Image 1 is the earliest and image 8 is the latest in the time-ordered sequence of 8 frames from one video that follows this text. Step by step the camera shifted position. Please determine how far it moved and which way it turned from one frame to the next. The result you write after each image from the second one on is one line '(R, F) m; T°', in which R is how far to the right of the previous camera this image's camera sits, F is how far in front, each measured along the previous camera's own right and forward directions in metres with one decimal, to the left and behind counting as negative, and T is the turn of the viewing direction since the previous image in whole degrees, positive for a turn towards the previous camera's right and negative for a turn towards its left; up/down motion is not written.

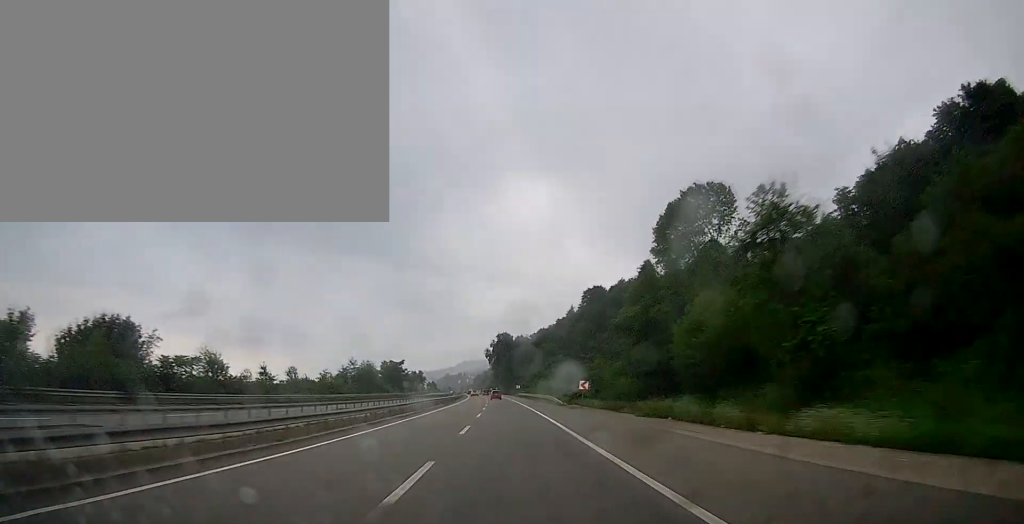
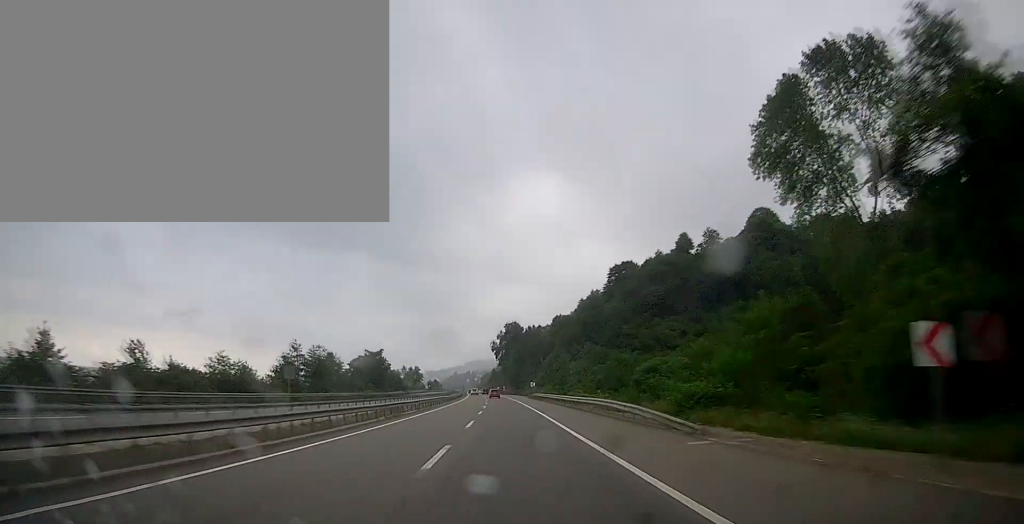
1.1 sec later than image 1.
(-0.1, +33.5) m; -1°
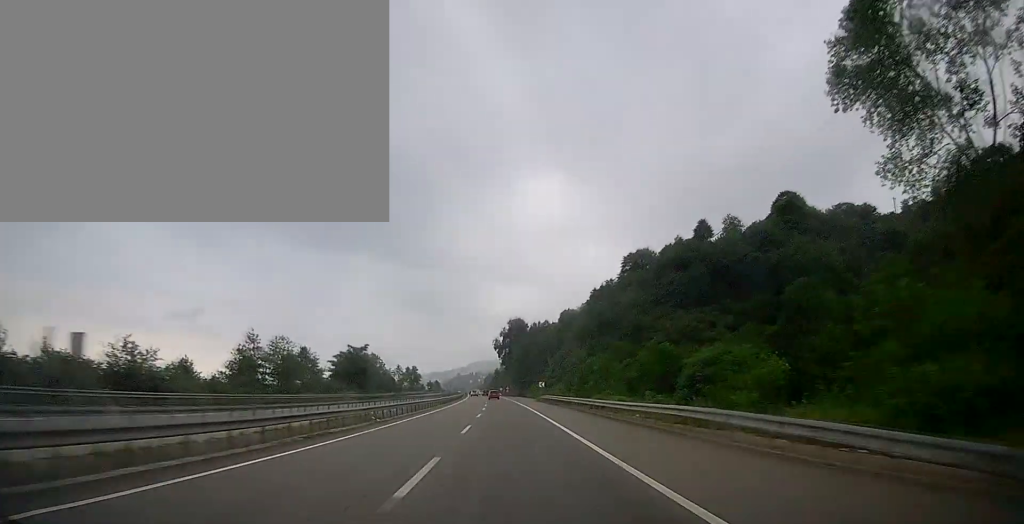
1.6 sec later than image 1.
(-0.2, +14.2) m; 0°
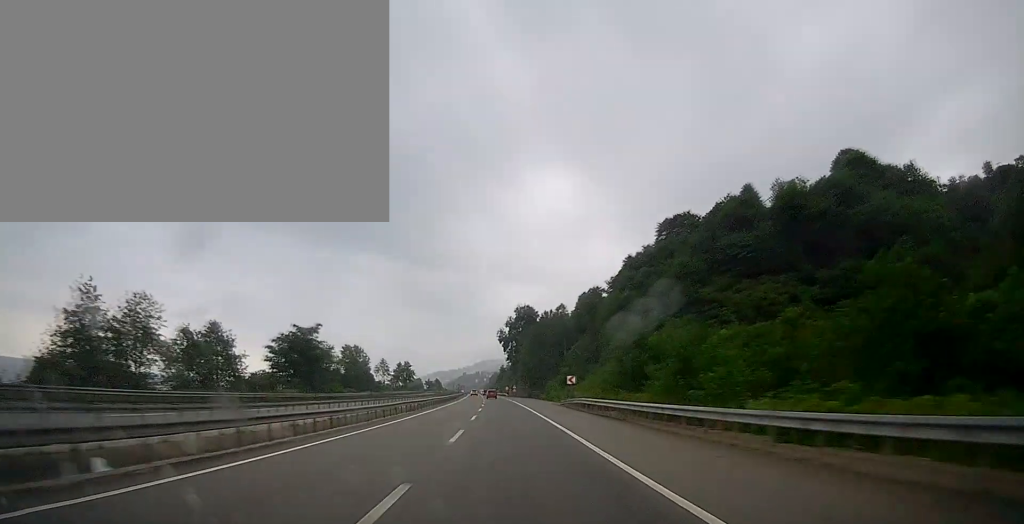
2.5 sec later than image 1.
(-0.1, +27.5) m; -1°
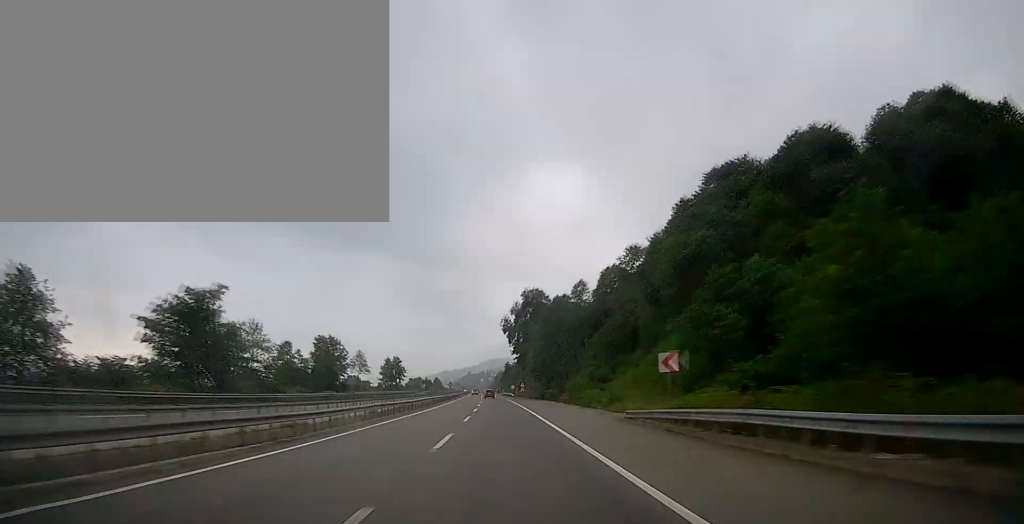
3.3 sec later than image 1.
(-0.2, +25.6) m; -1°
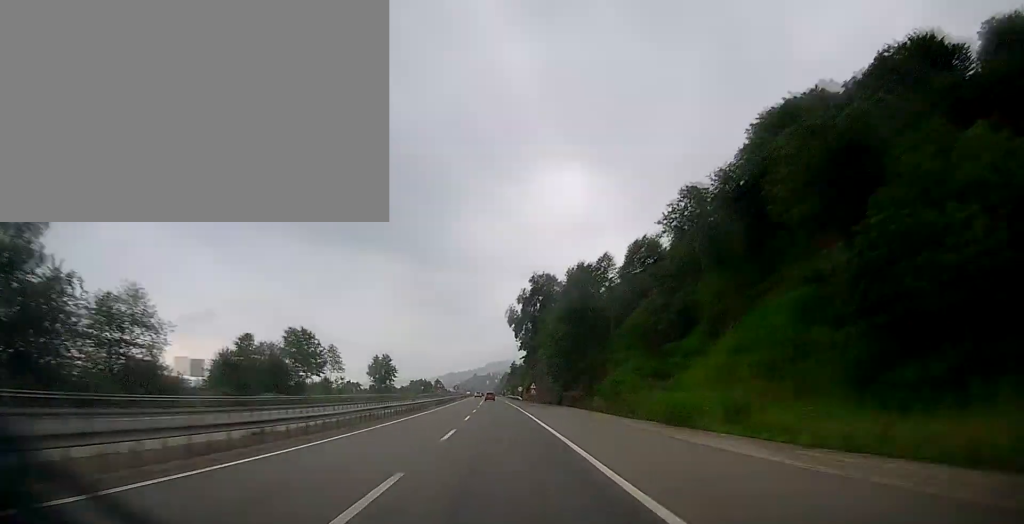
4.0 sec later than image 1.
(-0.1, +20.6) m; -1°
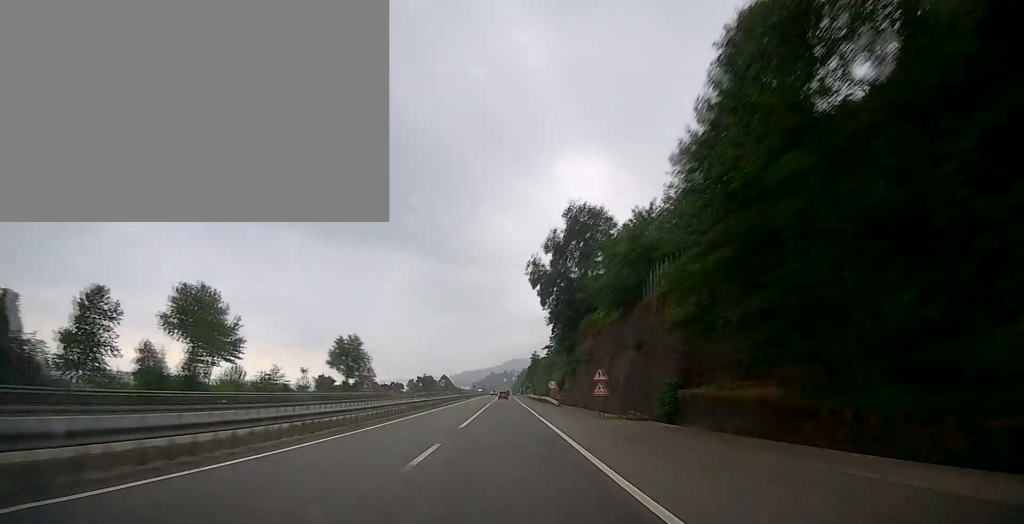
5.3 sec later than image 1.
(-0.6, +42.1) m; -1°
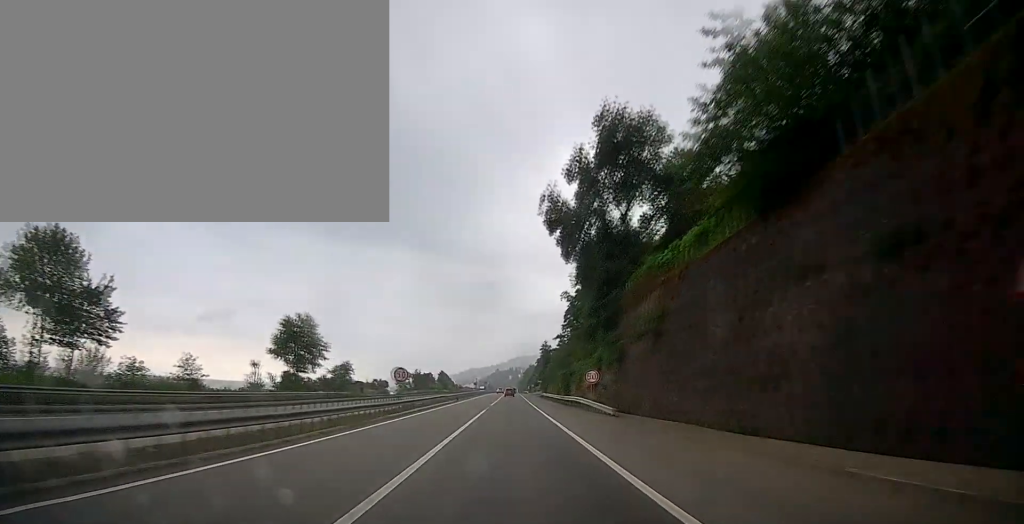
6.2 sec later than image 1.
(0.0, +25.6) m; 0°
